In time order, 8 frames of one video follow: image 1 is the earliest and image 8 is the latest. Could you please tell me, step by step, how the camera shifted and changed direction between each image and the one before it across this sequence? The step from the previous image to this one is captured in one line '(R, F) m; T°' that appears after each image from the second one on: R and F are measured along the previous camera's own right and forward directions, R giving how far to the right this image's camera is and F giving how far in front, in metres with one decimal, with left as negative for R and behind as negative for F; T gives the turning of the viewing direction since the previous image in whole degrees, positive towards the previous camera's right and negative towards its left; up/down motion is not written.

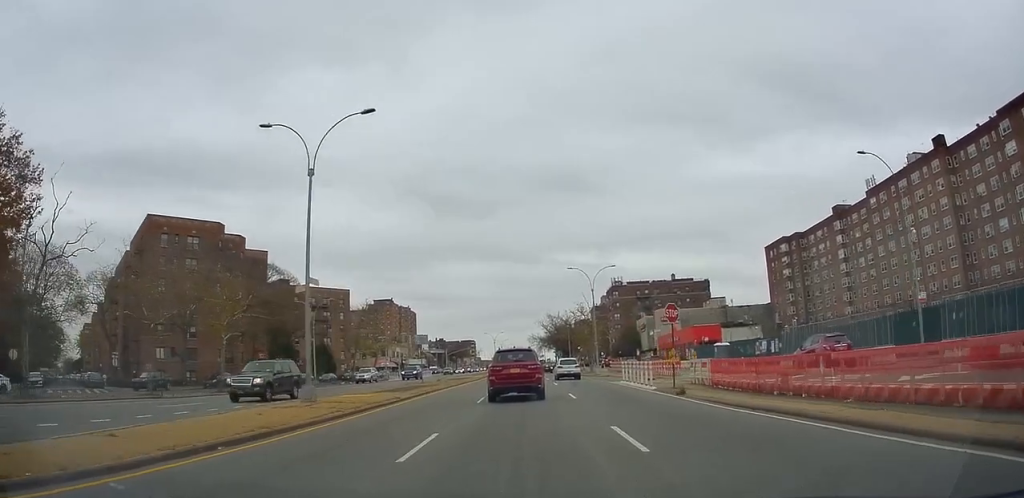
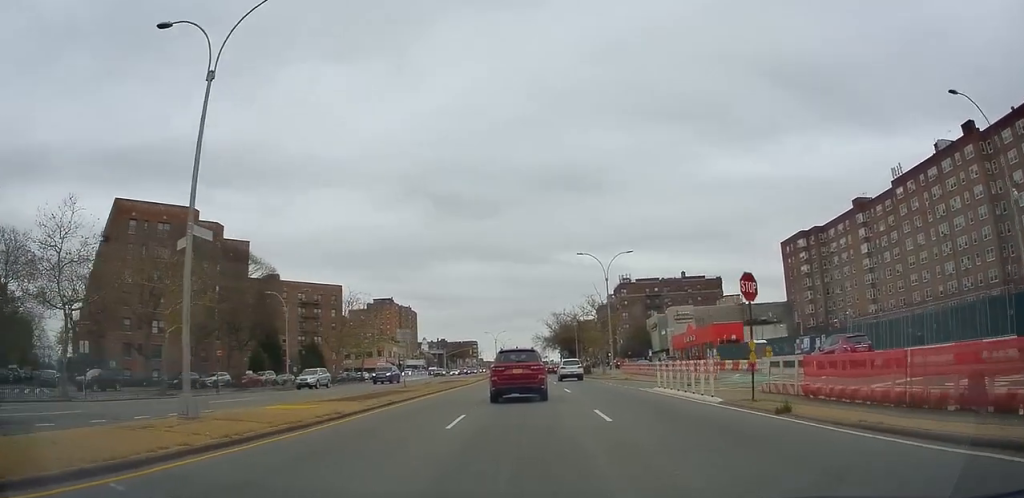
(-0.2, +8.0) m; -1°
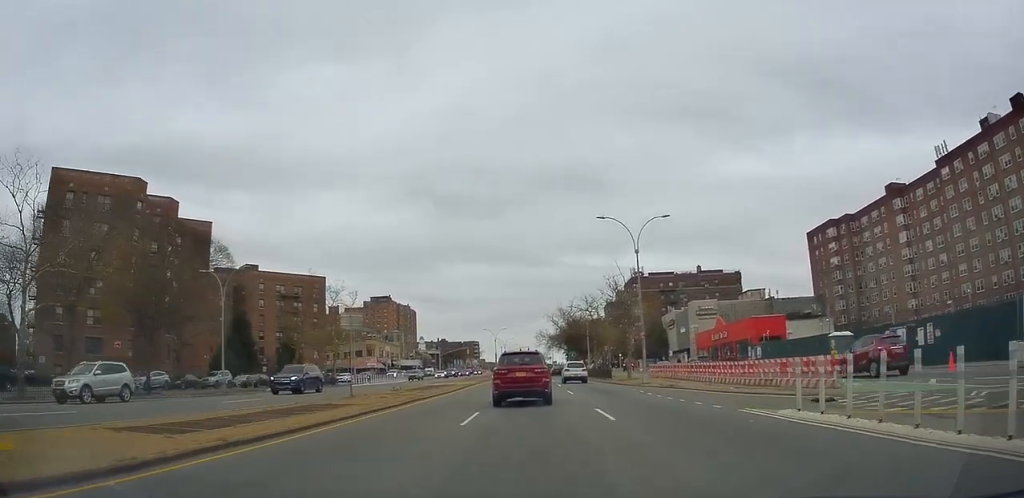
(+0.1, +12.4) m; 0°
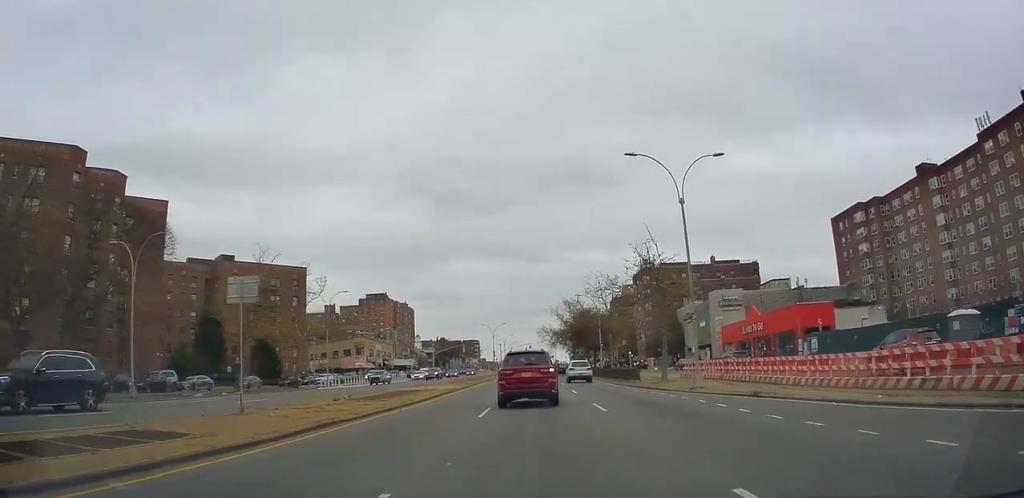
(-0.1, +11.1) m; 0°
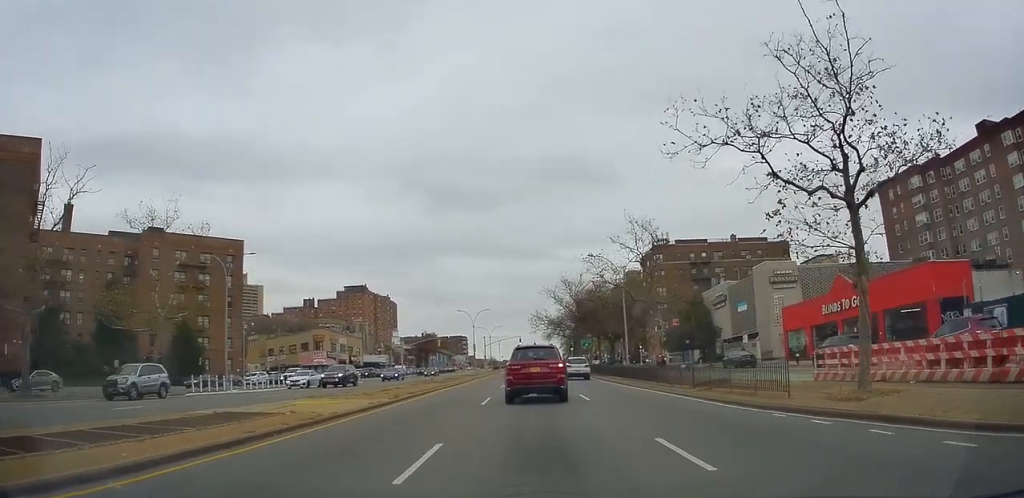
(+0.6, +21.9) m; +1°
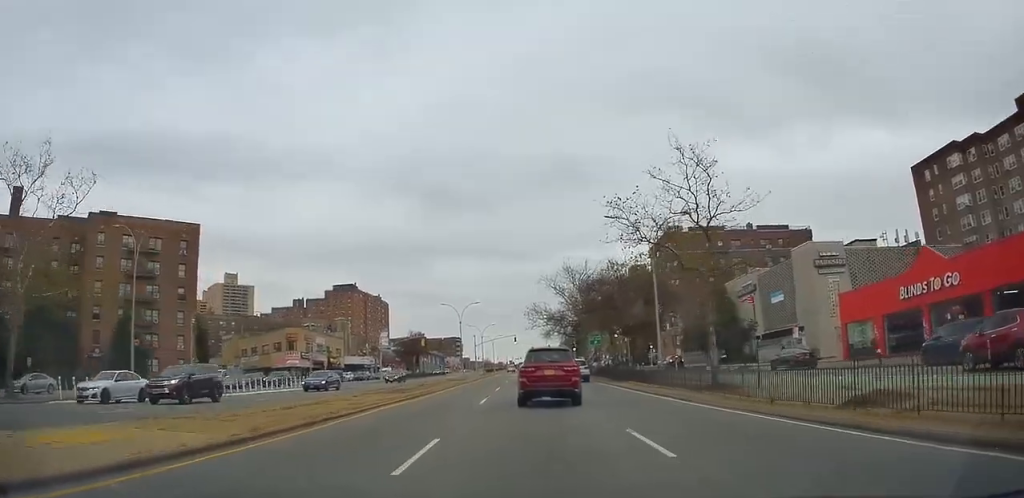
(-0.1, +11.7) m; -1°
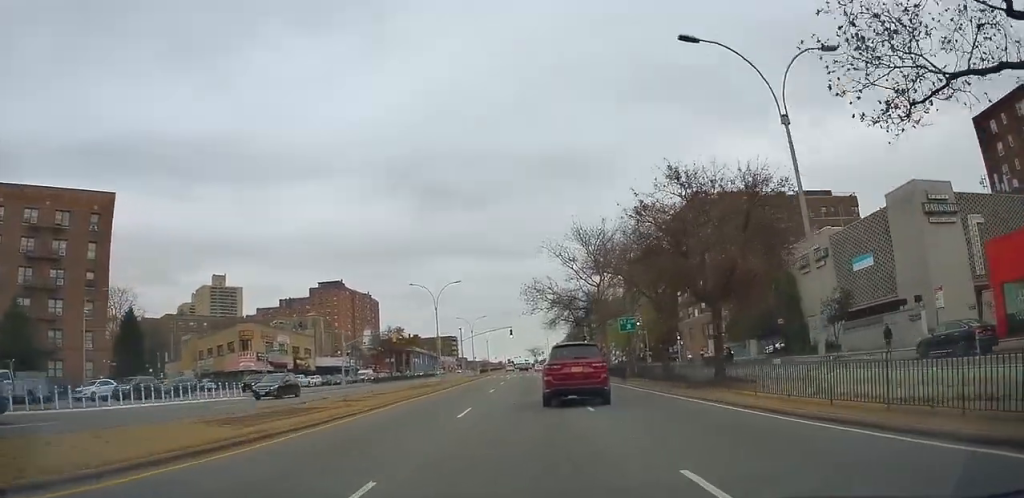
(0.0, +17.1) m; +1°
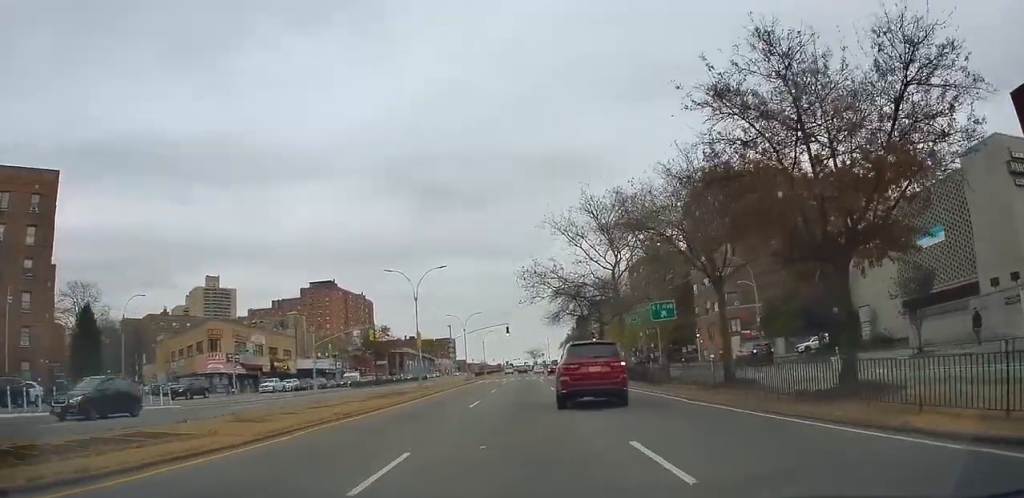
(+0.1, +9.0) m; 0°
